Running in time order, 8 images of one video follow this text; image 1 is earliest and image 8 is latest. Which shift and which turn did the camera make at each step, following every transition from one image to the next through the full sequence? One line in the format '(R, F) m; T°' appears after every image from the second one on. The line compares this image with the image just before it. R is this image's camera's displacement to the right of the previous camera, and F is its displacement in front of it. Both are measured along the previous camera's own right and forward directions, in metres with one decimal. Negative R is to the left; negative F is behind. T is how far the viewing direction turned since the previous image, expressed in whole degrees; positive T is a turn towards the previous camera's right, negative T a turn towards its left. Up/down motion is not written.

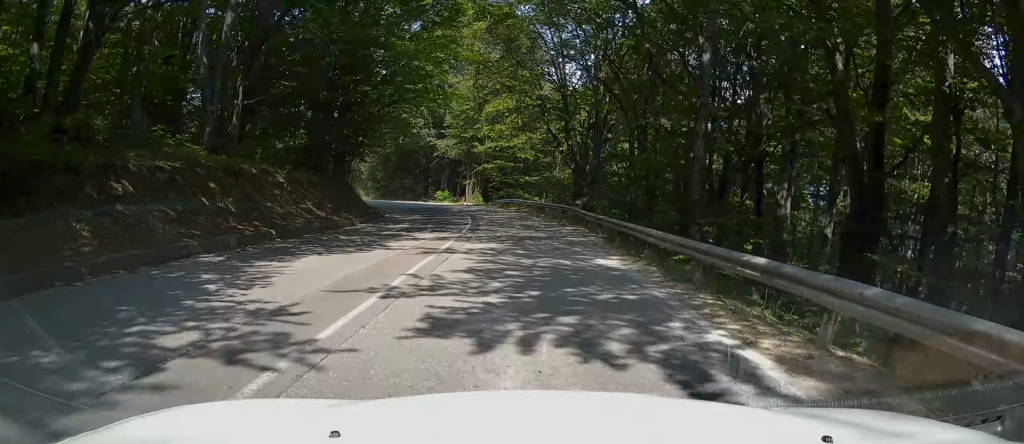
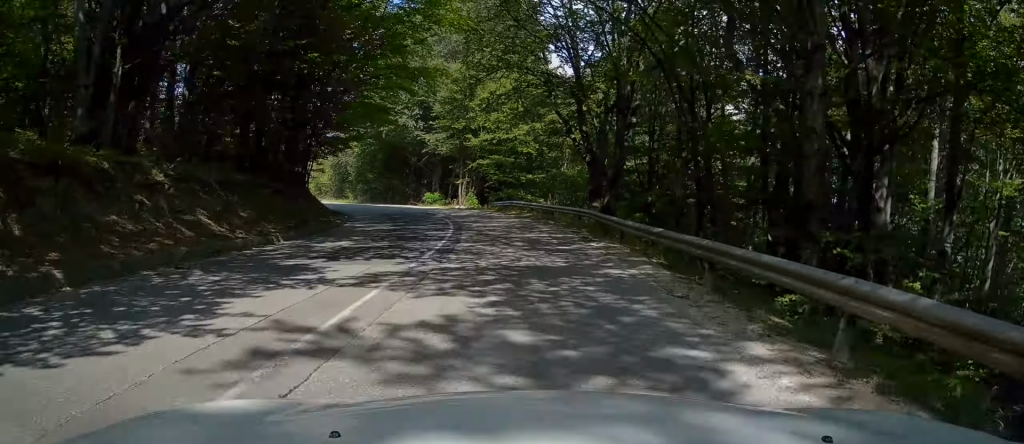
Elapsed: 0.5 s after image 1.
(+0.1, +8.1) m; -1°
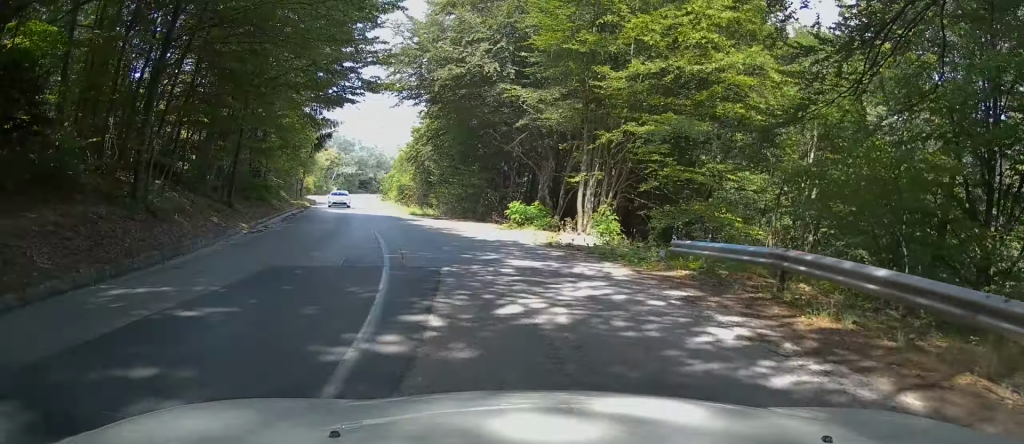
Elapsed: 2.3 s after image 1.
(-2.5, +27.1) m; -7°
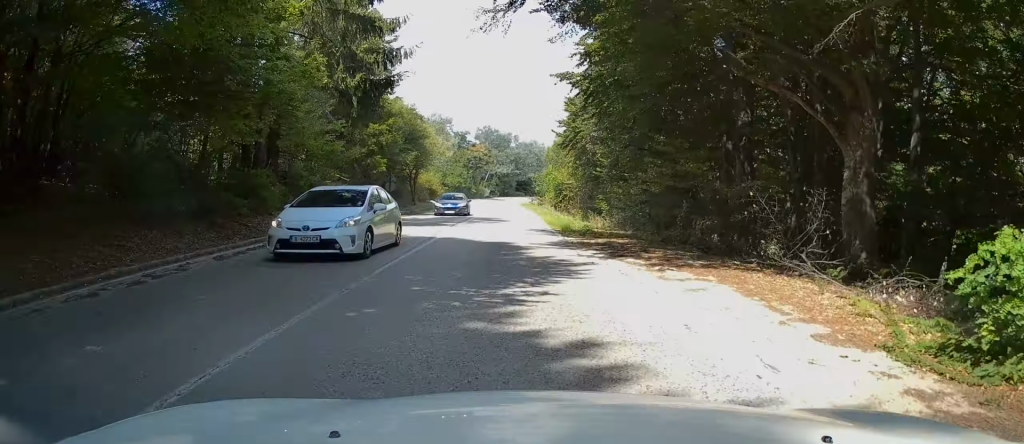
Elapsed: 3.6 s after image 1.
(+0.3, +20.9) m; -1°
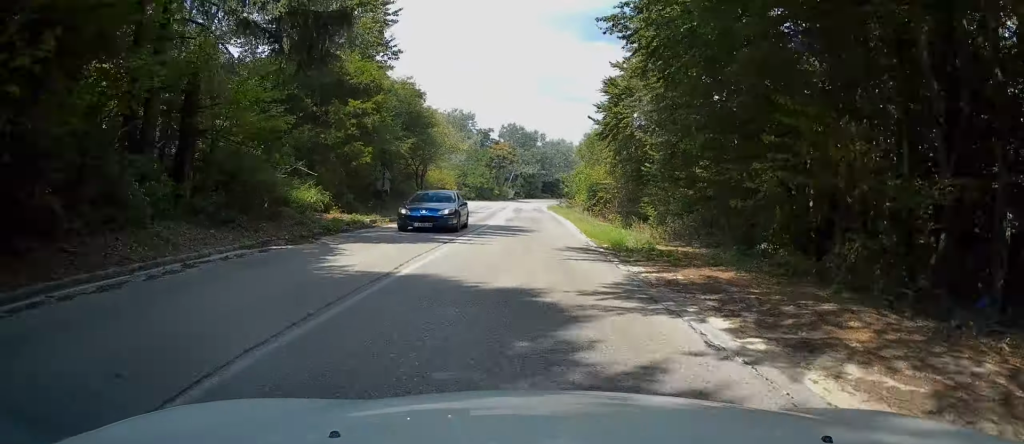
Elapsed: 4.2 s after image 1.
(-0.2, +8.5) m; -3°
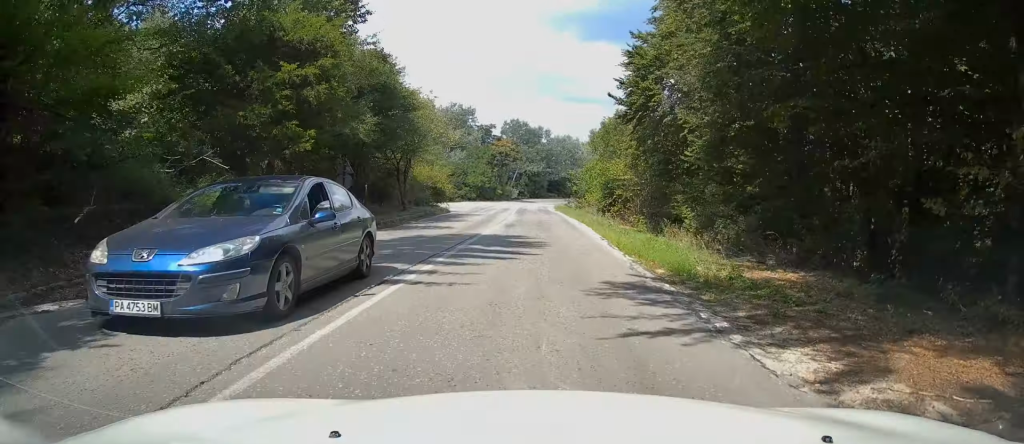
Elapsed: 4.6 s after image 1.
(0.0, +7.4) m; -2°
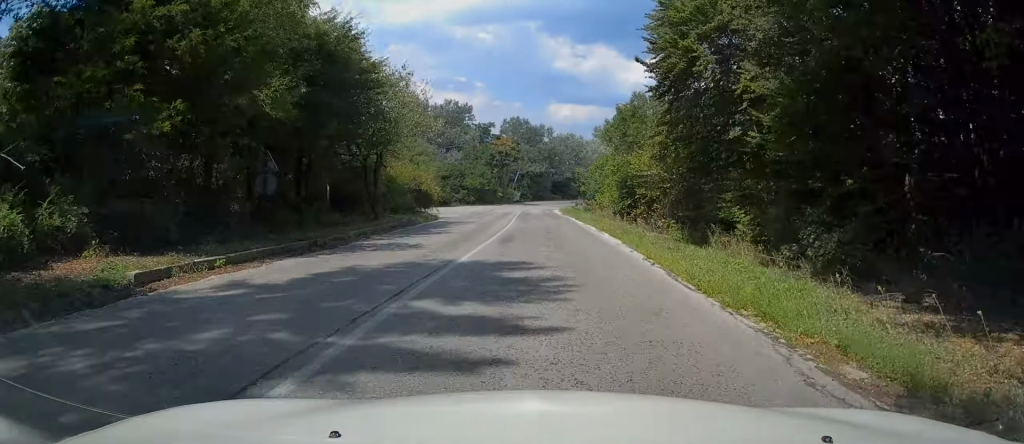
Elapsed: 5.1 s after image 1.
(-0.3, +7.2) m; -2°
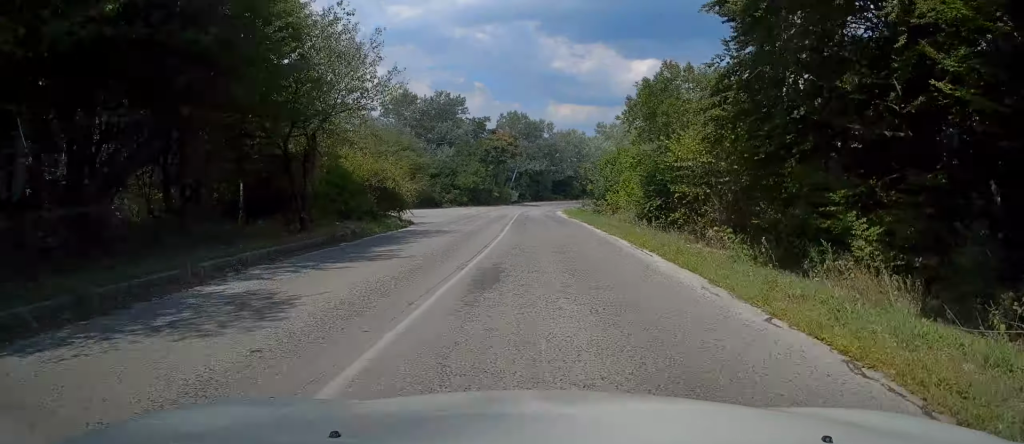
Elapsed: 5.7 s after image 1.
(-0.2, +8.8) m; -2°
